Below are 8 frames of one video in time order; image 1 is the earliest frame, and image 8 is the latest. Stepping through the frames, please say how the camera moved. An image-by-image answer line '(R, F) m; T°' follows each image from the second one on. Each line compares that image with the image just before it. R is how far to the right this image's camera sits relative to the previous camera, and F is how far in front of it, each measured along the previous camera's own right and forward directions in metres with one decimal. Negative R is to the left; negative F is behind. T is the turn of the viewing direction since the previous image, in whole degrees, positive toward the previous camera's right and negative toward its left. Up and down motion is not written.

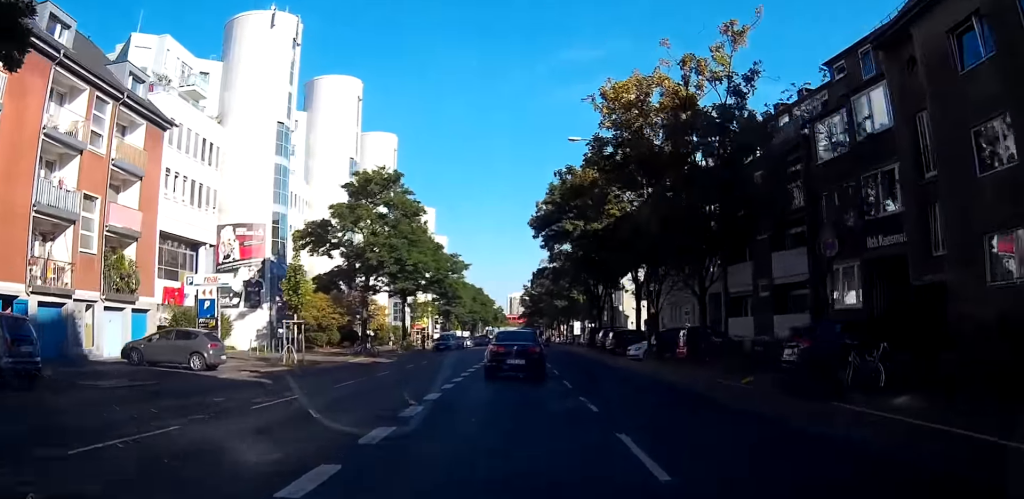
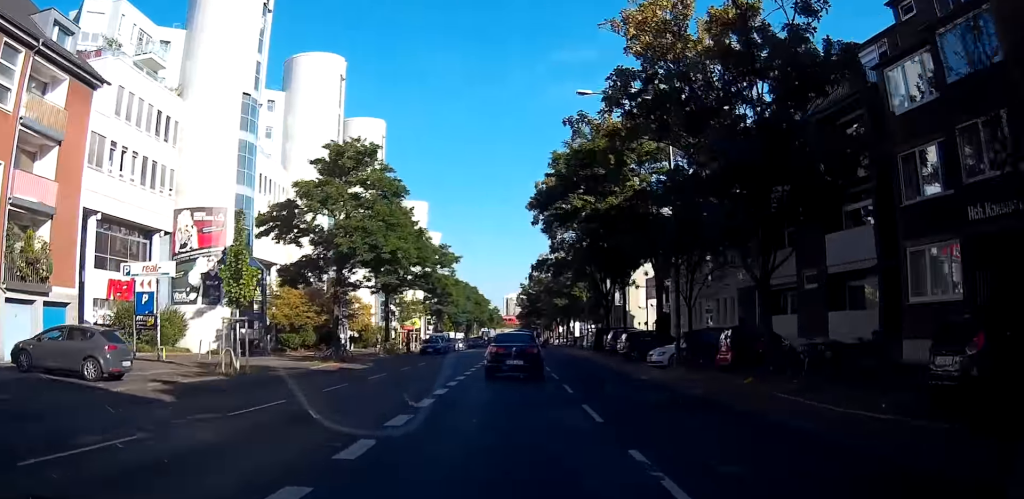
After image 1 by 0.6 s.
(-0.1, +7.0) m; +1°
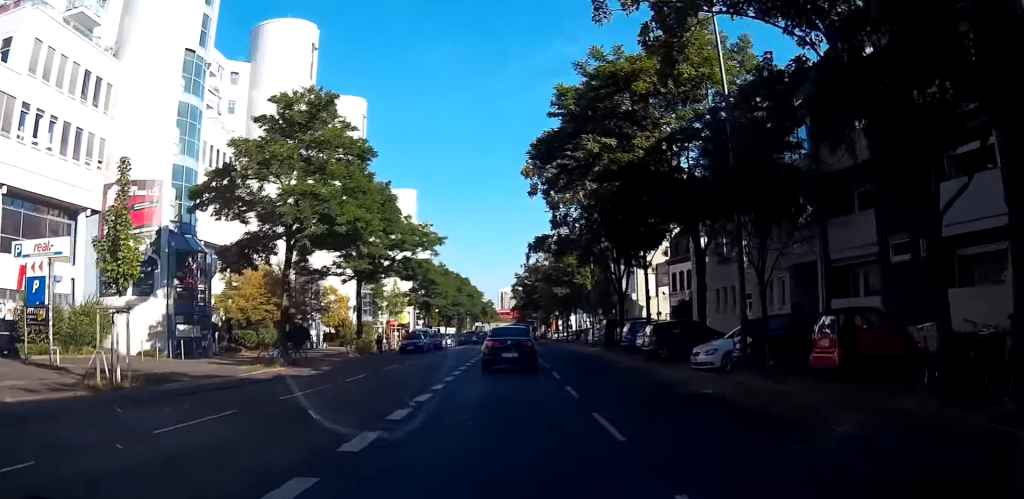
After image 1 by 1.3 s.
(+0.2, +8.8) m; +1°
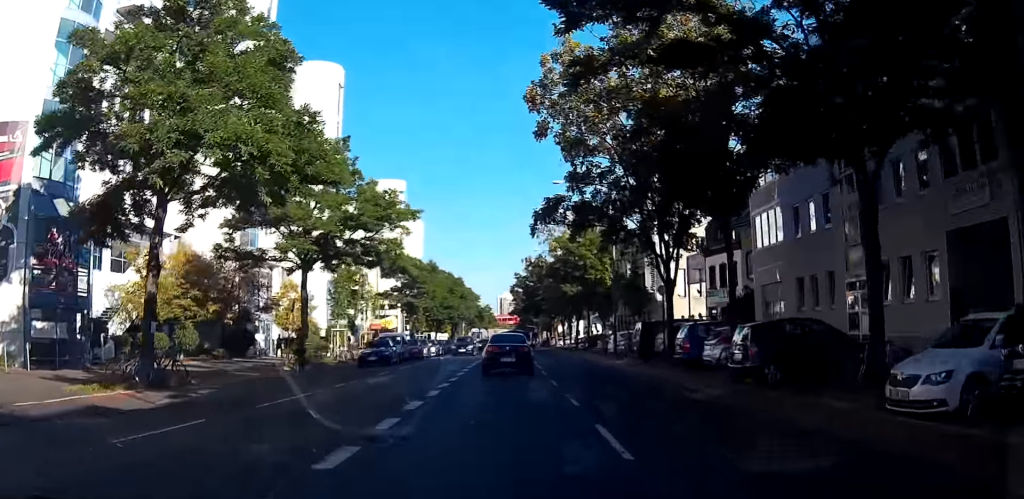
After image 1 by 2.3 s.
(+0.2, +13.6) m; +2°
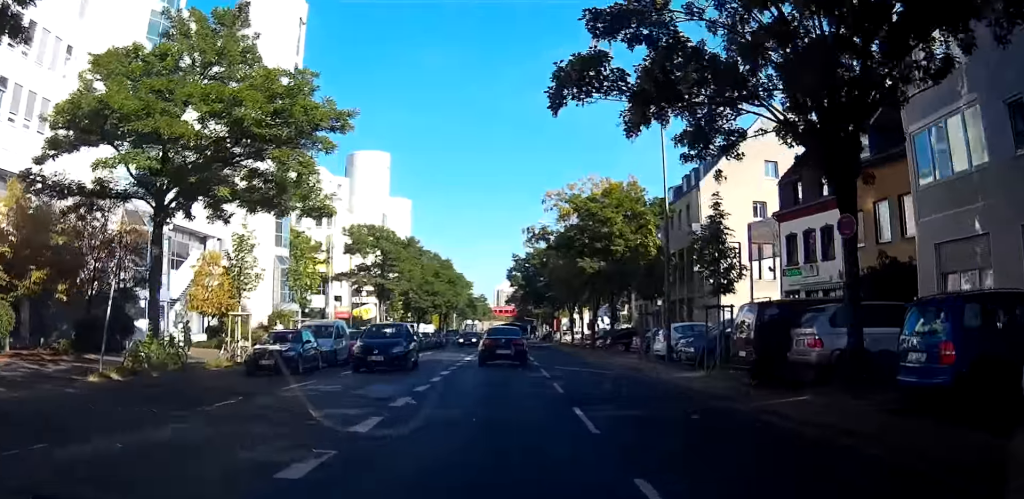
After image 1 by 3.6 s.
(+0.3, +16.6) m; -1°
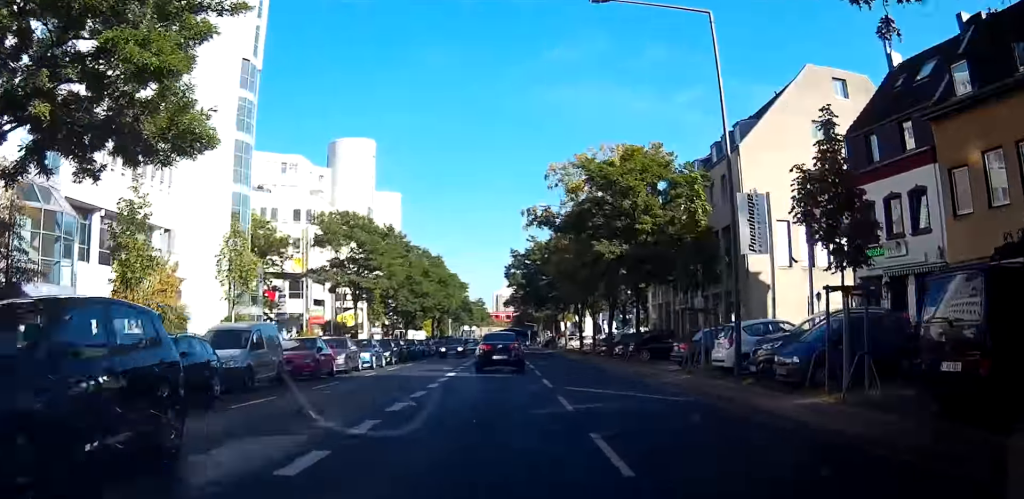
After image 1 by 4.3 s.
(-0.3, +9.0) m; -2°
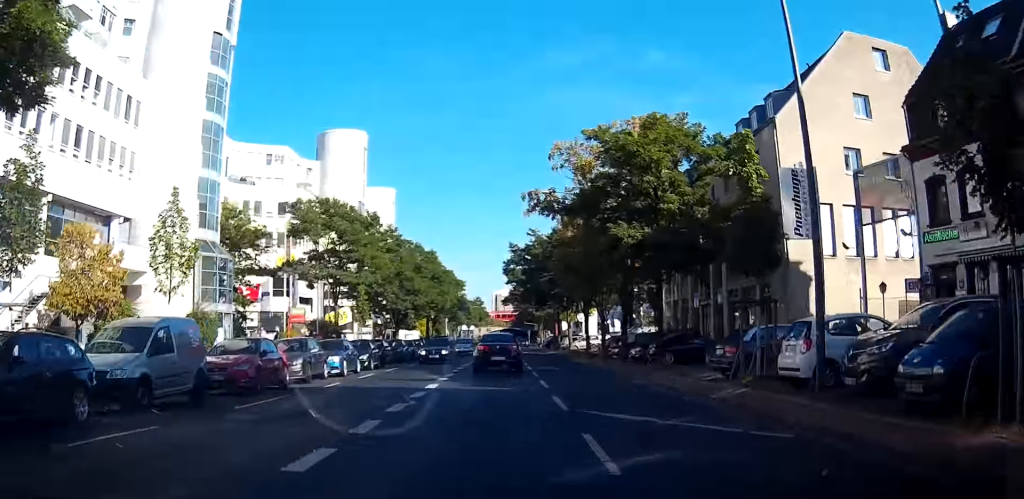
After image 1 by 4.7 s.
(-0.1, +5.6) m; -1°
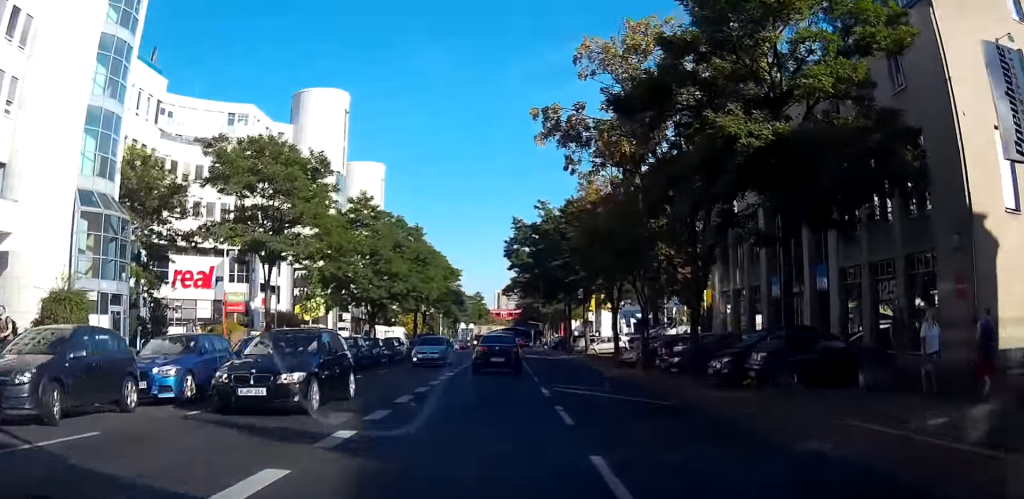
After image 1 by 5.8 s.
(-0.2, +13.2) m; 0°
